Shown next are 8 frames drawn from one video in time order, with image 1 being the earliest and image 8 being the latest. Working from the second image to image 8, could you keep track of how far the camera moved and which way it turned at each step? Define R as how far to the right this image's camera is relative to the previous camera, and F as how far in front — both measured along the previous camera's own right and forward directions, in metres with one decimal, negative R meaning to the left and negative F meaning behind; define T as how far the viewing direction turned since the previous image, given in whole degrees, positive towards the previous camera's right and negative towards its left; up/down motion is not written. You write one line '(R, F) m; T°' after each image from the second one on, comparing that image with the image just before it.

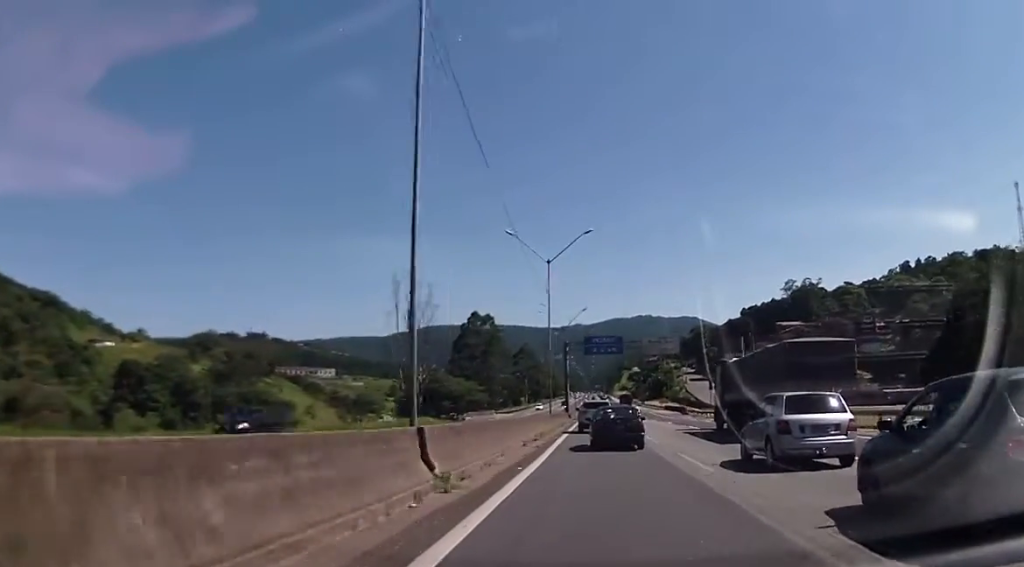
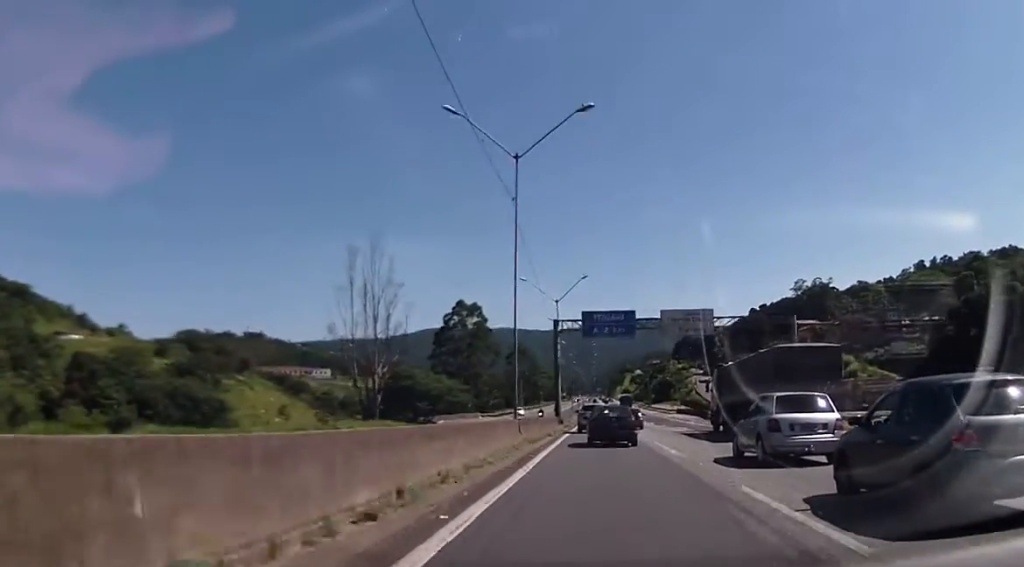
(-0.4, +21.0) m; -1°
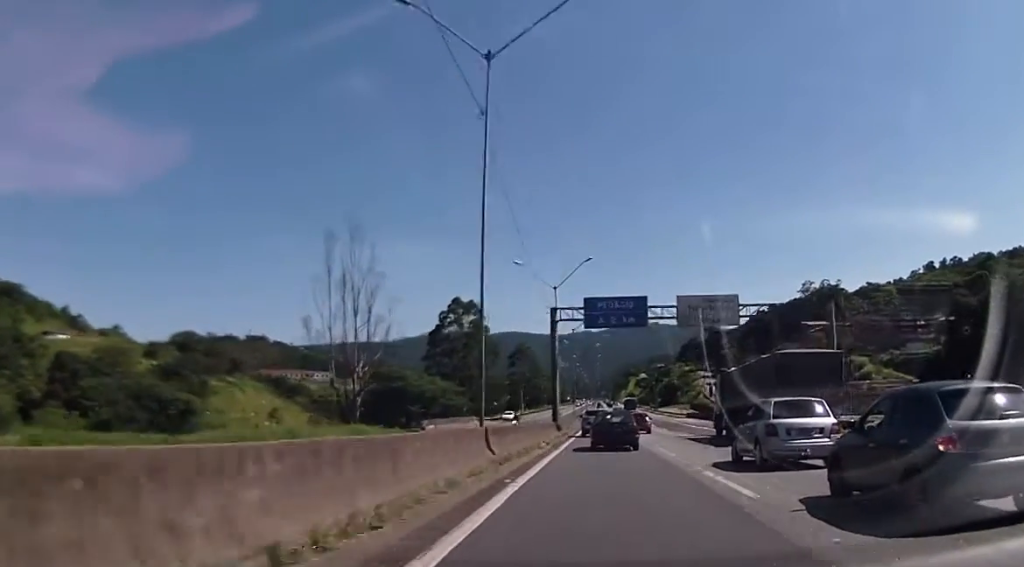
(-0.2, +8.8) m; 0°
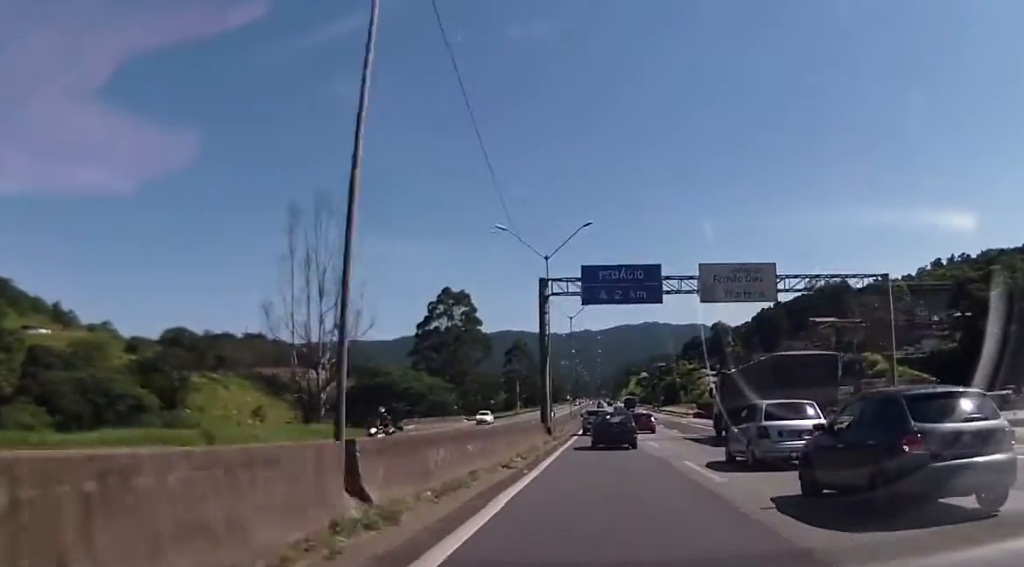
(+0.3, +10.2) m; +1°
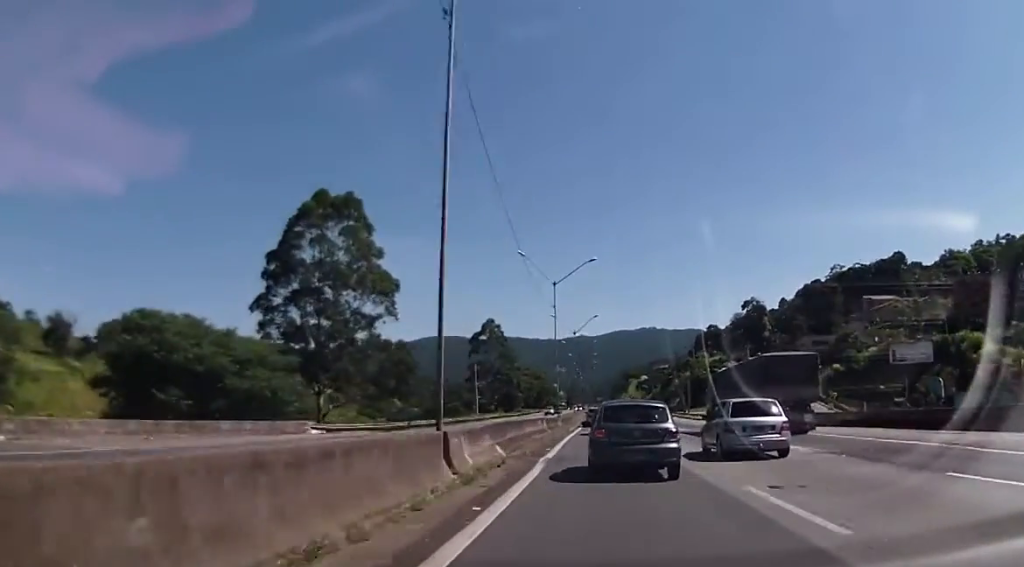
(-0.3, +60.0) m; +1°
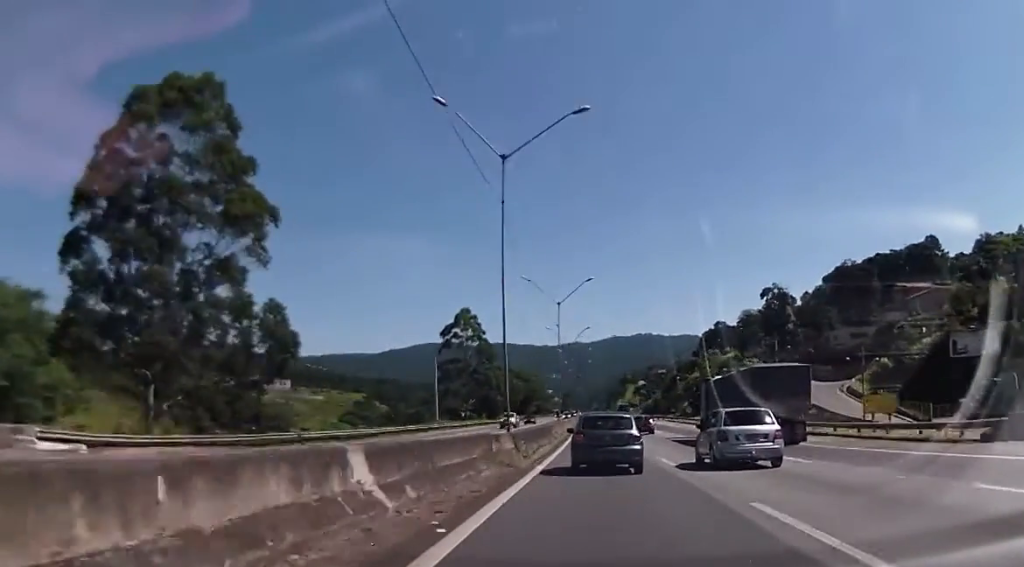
(+0.4, +28.0) m; 0°
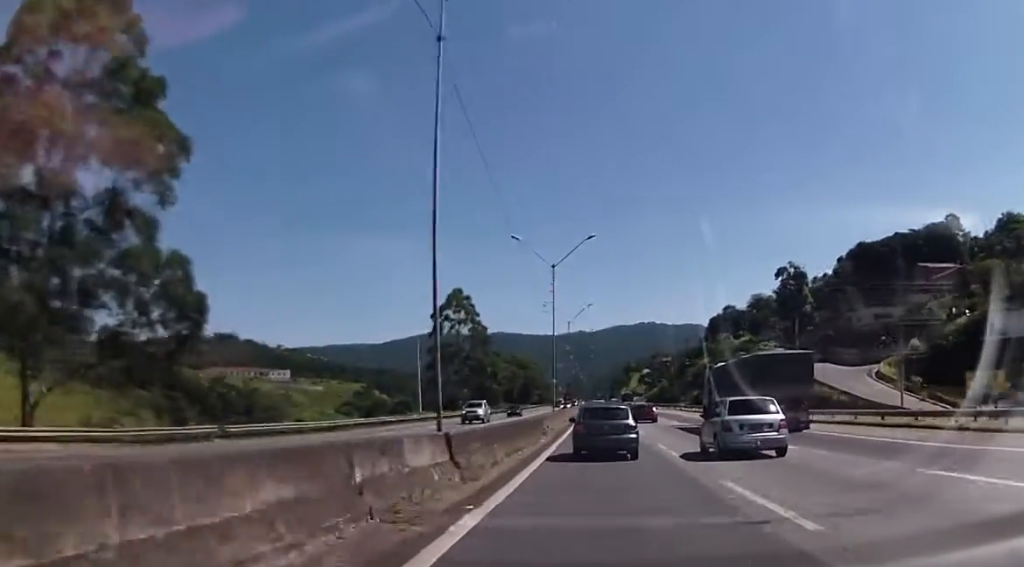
(-0.2, +11.4) m; -1°
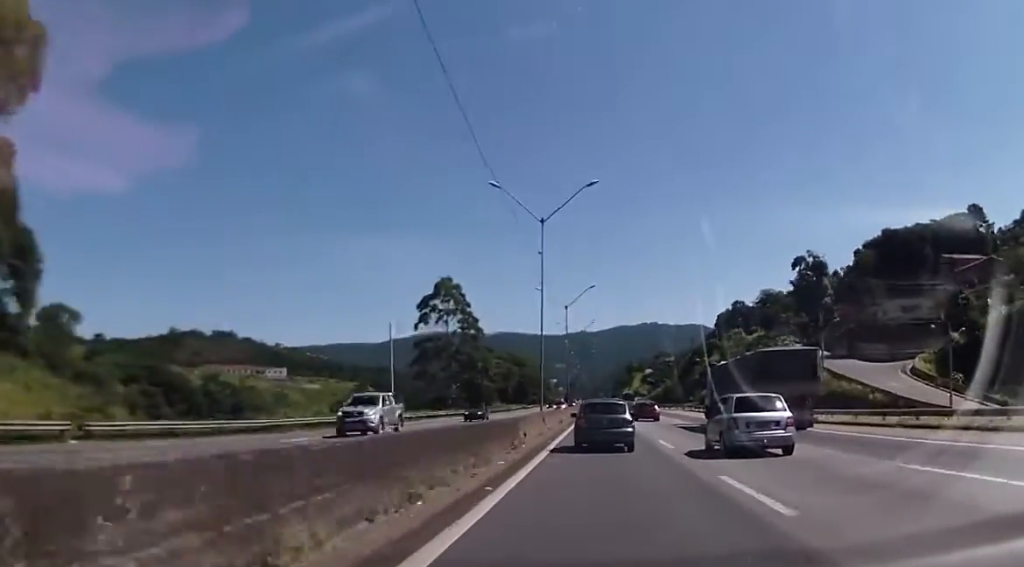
(-0.3, +12.2) m; -1°
